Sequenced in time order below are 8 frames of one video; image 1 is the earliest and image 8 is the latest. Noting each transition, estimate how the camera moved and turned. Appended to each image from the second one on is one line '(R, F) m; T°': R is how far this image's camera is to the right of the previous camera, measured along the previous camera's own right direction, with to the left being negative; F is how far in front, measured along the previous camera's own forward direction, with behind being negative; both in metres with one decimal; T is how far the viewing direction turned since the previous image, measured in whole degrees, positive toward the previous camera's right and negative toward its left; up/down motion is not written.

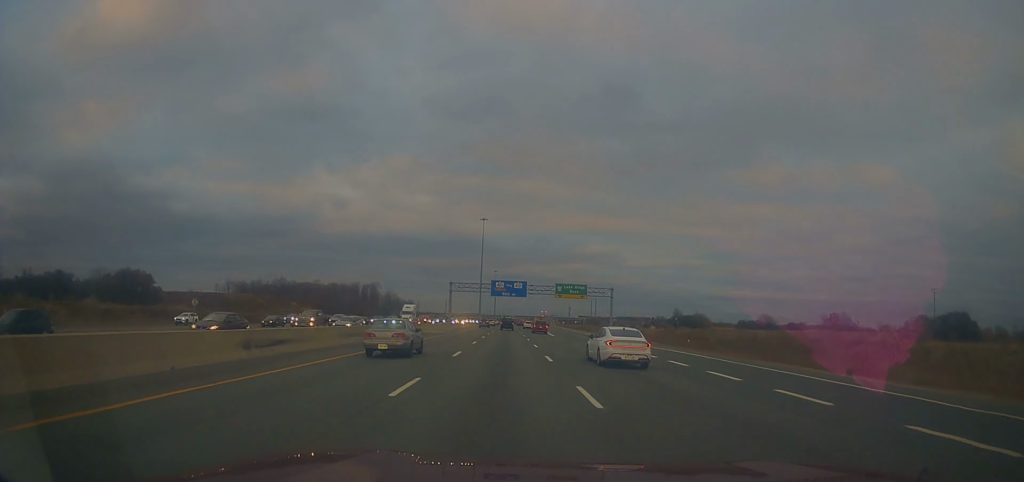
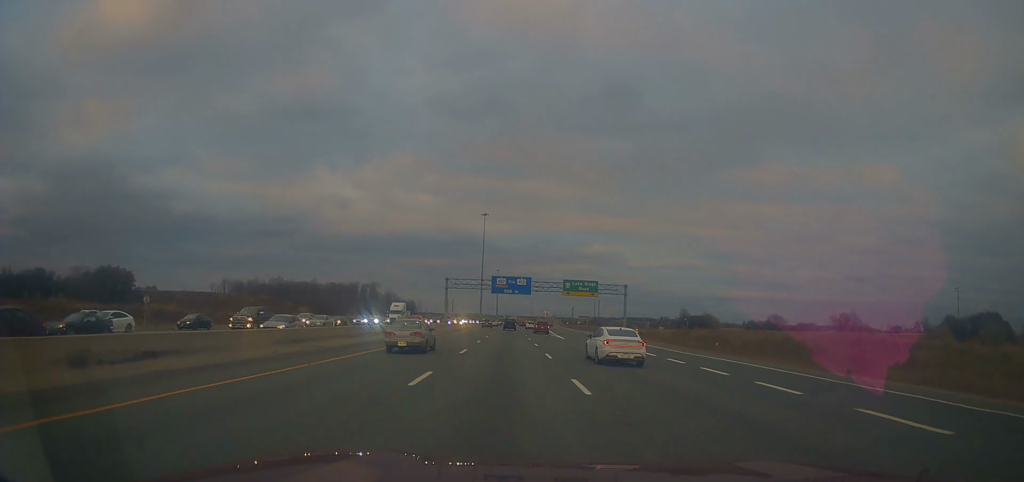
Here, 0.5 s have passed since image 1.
(+0.2, +9.8) m; -1°
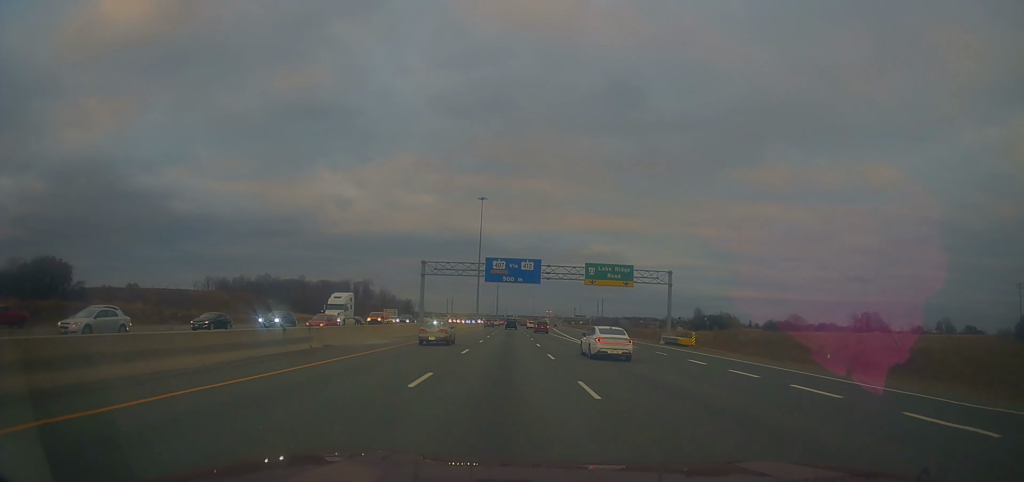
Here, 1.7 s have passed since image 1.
(-0.7, +24.6) m; +1°
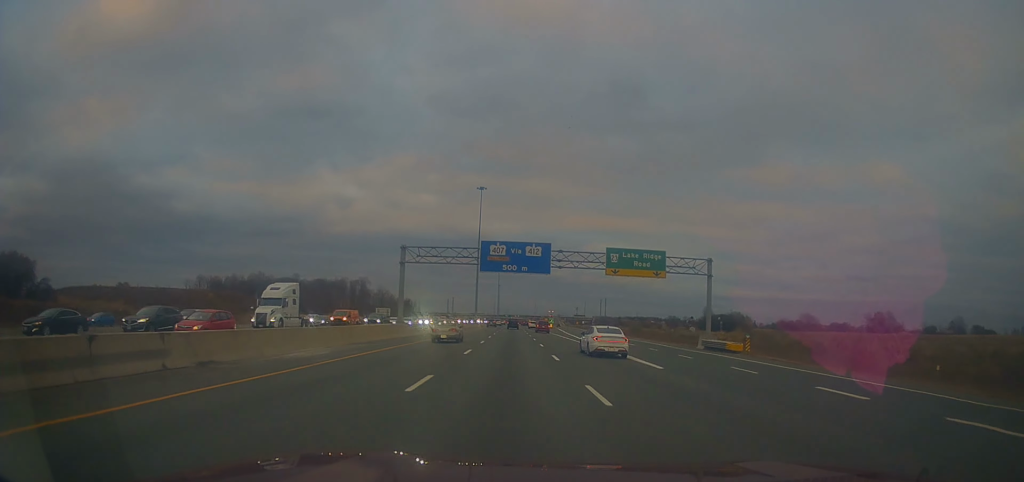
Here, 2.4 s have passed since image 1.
(+0.6, +12.8) m; +1°
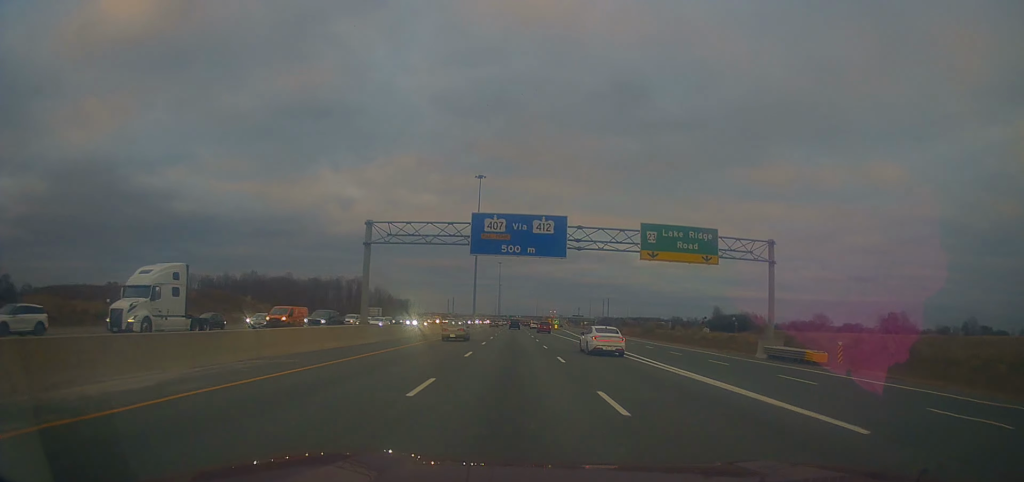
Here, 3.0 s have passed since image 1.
(-0.2, +13.0) m; -2°
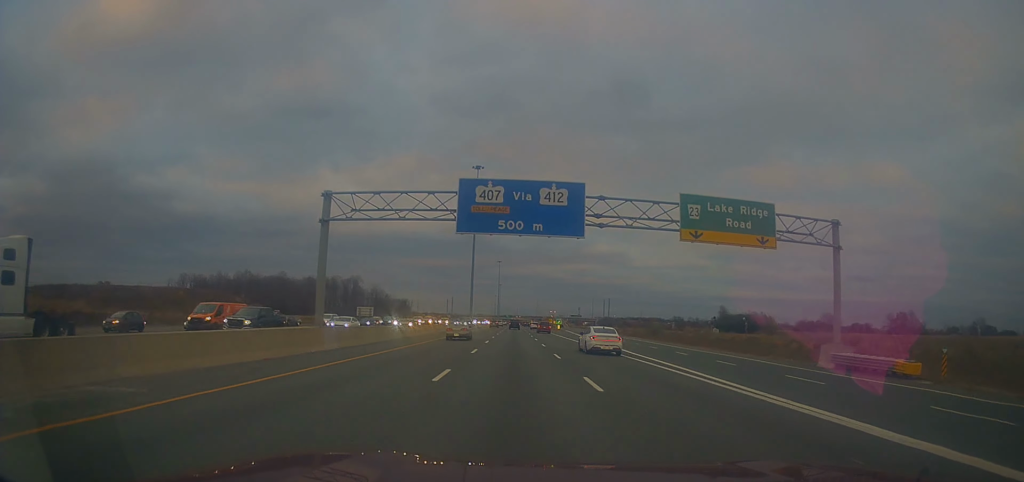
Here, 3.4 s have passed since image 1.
(+0.1, +9.0) m; -1°
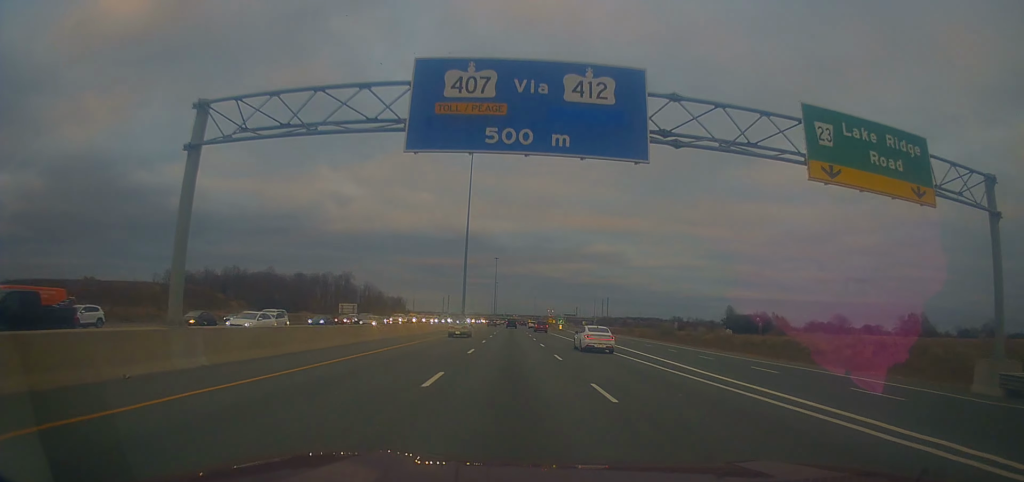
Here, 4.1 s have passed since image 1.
(-0.4, +13.2) m; +1°
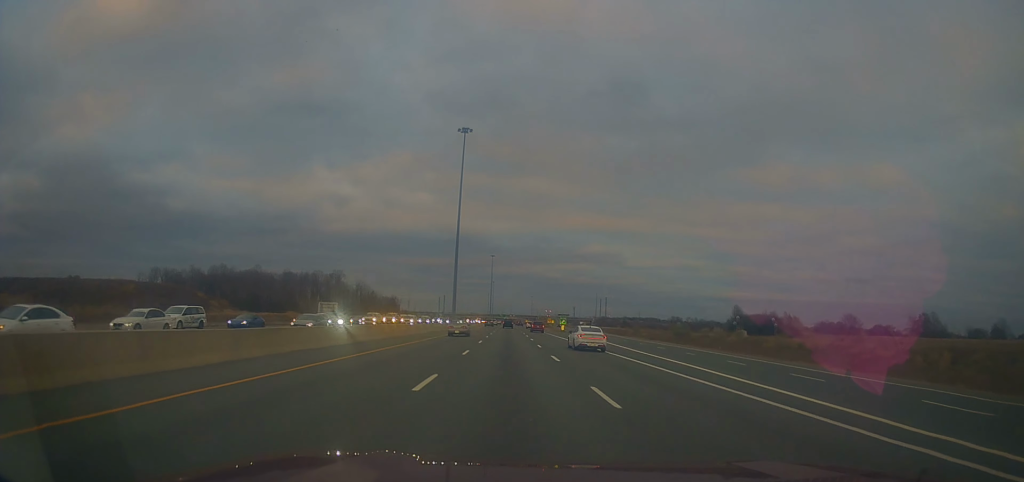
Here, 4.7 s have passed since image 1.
(0.0, +12.5) m; +1°
